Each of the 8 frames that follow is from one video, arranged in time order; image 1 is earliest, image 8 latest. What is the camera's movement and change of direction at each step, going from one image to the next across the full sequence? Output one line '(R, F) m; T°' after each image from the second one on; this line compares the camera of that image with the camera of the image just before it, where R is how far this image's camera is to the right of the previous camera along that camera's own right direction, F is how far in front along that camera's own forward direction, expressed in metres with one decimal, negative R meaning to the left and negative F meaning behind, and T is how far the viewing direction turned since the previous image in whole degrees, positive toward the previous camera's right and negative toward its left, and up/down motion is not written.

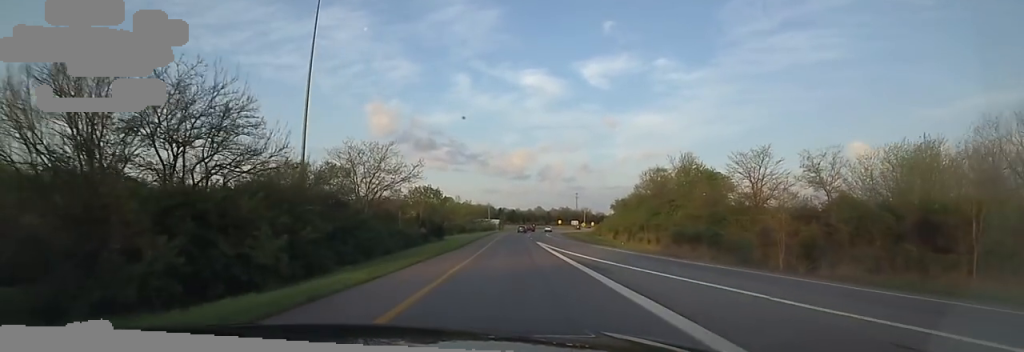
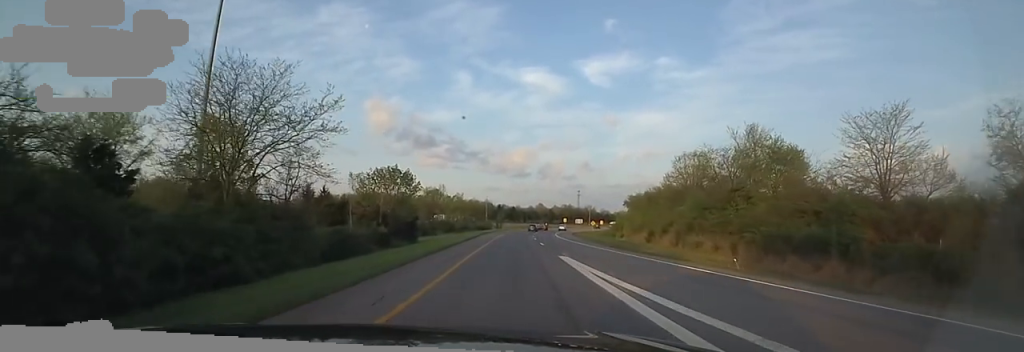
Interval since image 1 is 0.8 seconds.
(+0.2, +22.5) m; +2°
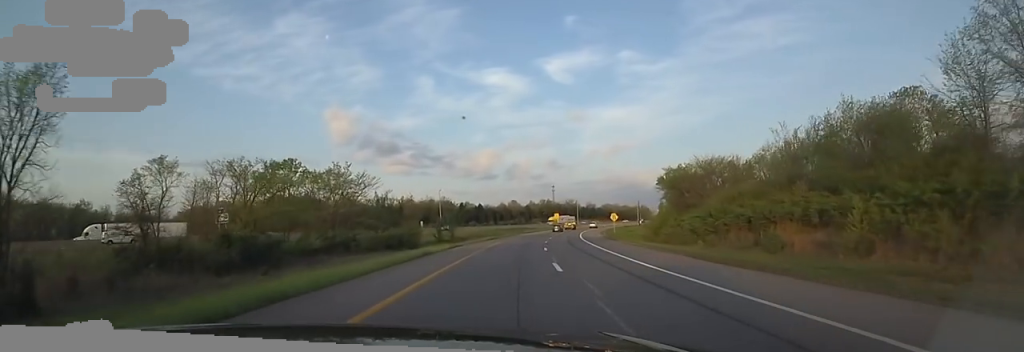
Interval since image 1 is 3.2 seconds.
(+1.9, +67.4) m; +5°
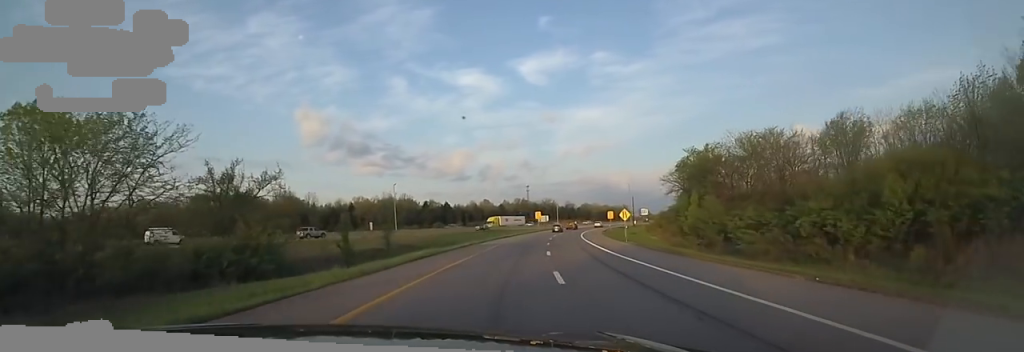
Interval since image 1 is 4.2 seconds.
(+1.6, +27.7) m; +3°
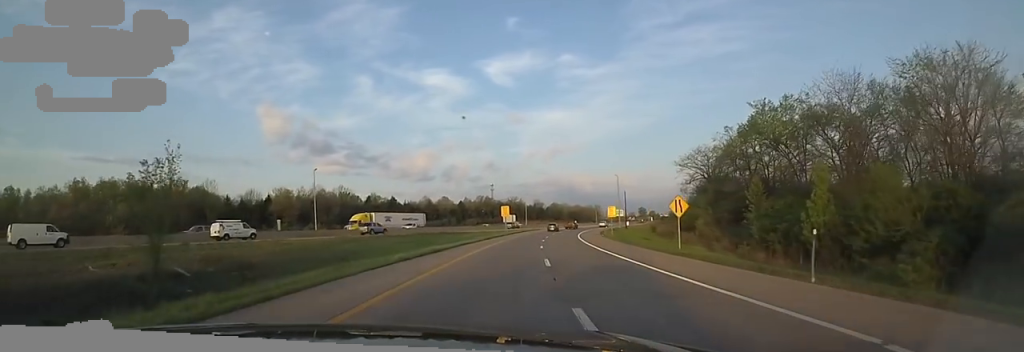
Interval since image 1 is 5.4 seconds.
(+0.3, +32.2) m; +4°
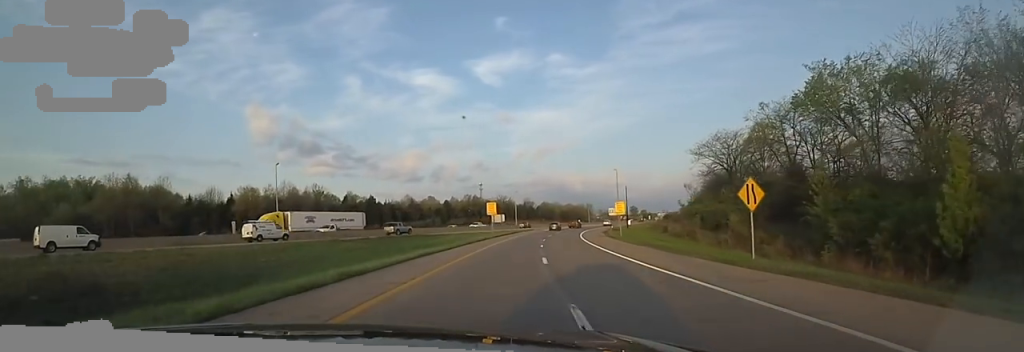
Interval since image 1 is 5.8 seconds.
(+1.0, +12.0) m; +1°
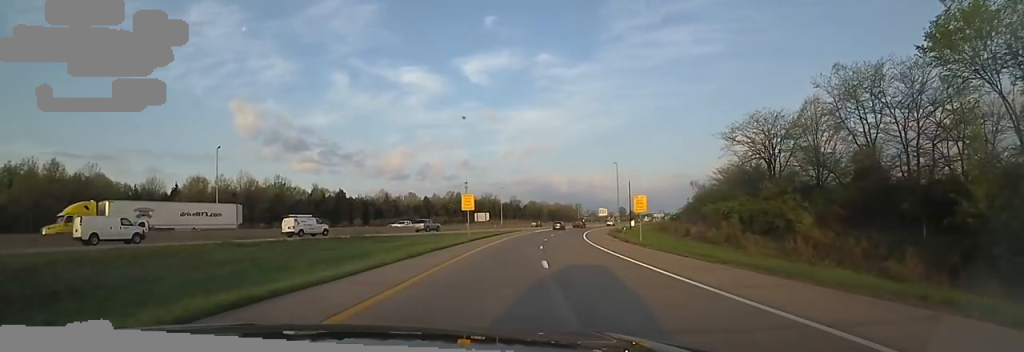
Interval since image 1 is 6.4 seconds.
(+0.1, +14.5) m; +1°
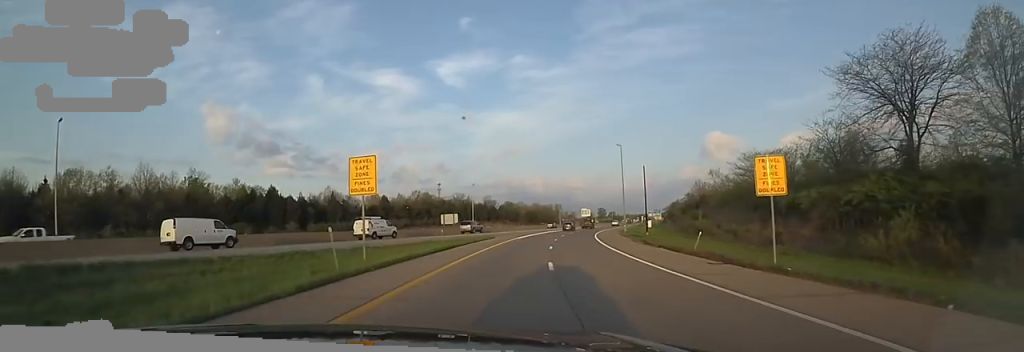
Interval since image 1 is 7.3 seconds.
(-0.4, +25.8) m; +3°
